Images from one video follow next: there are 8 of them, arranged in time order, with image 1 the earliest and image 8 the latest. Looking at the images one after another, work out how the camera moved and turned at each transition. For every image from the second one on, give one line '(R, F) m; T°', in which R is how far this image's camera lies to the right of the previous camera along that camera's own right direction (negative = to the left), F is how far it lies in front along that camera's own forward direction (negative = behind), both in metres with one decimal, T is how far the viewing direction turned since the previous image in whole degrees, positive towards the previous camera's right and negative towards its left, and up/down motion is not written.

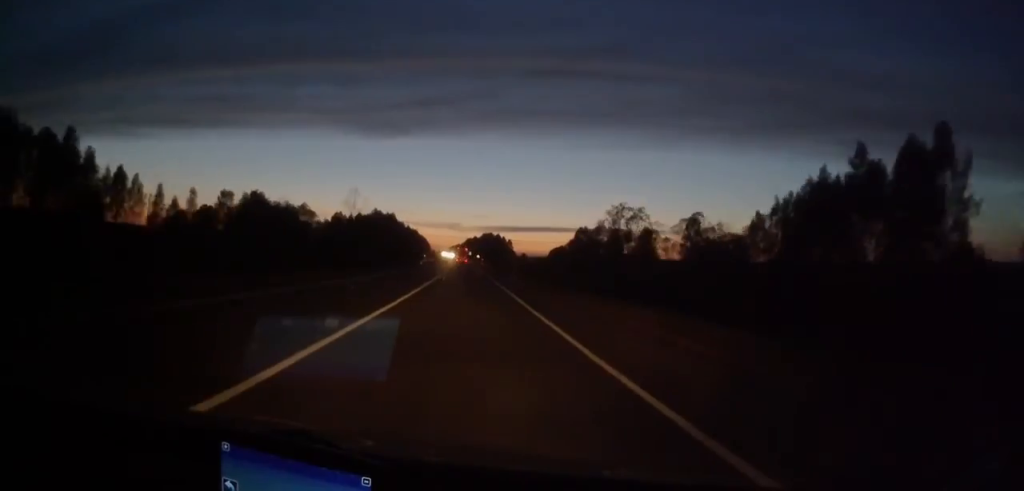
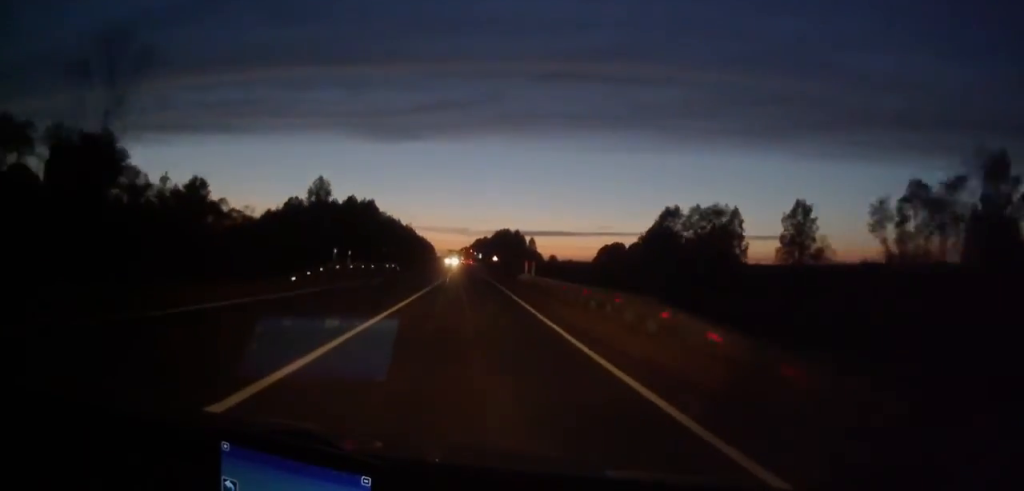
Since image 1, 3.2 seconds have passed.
(-0.2, +75.7) m; 0°
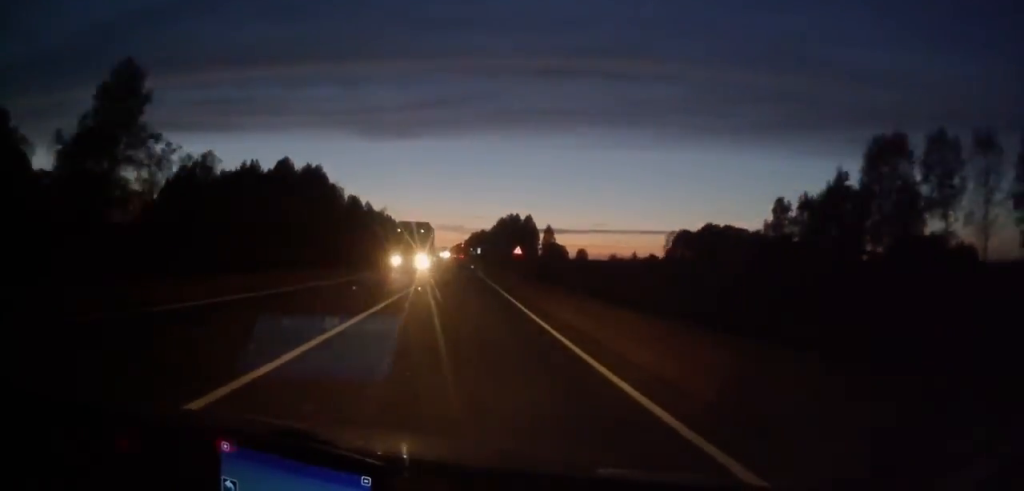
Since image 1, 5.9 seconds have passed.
(0.0, +63.8) m; 0°
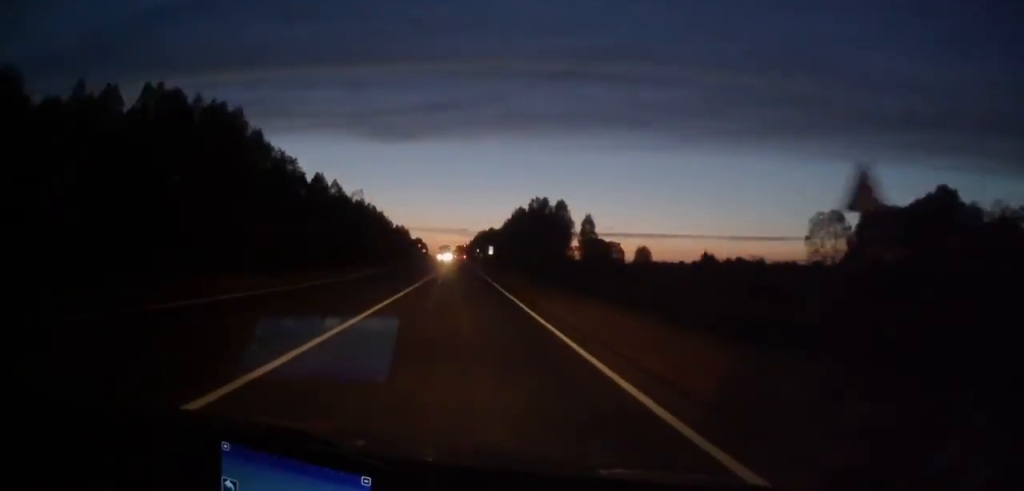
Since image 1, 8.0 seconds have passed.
(-0.1, +52.6) m; 0°
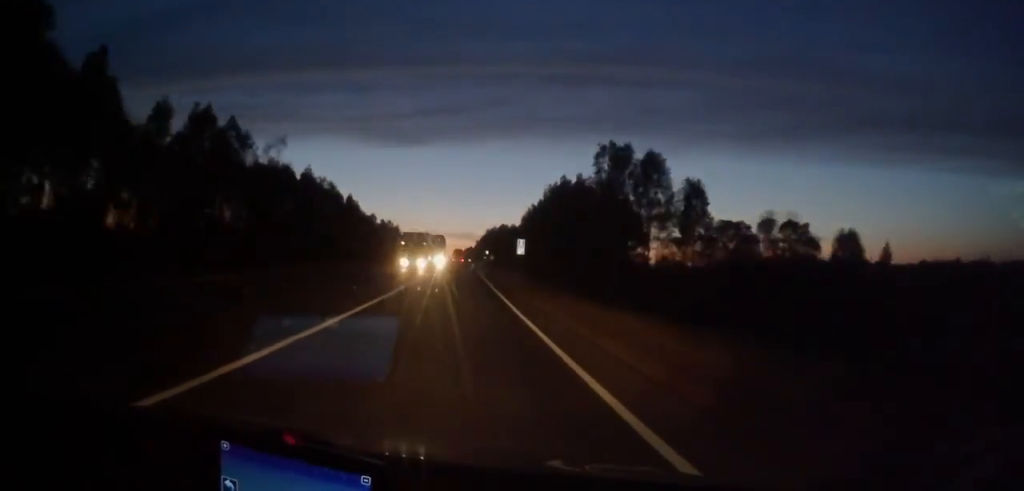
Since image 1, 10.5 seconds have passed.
(-0.2, +62.4) m; 0°
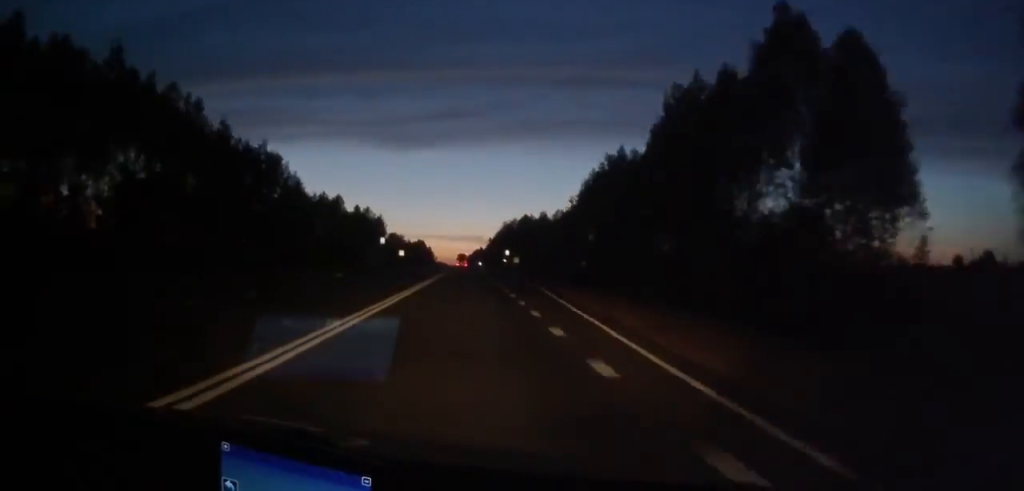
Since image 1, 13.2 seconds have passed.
(-0.1, +65.6) m; 0°
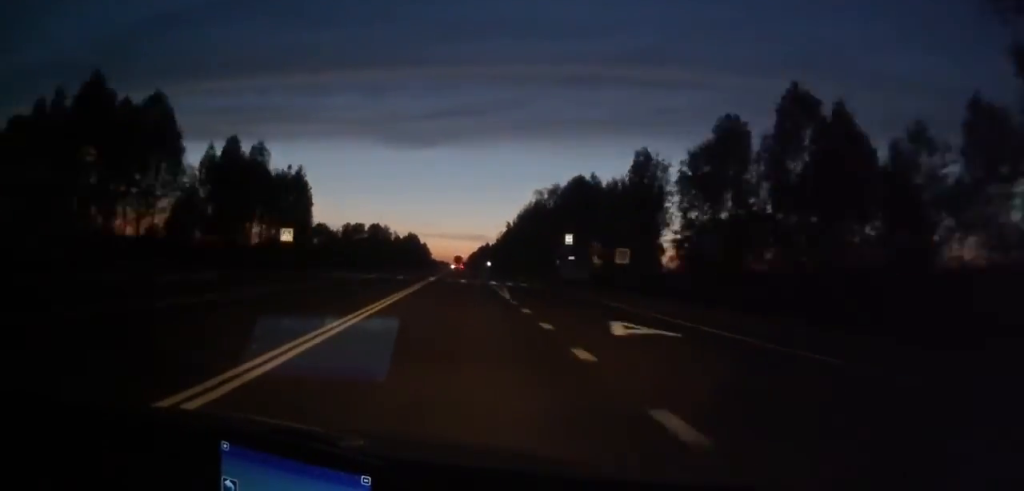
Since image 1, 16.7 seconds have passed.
(-0.5, +84.1) m; -1°
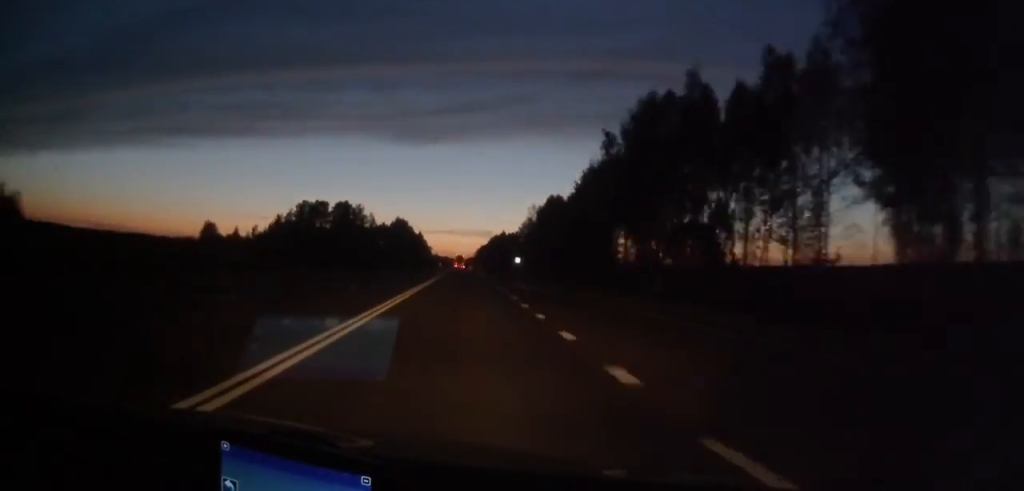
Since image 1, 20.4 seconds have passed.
(-0.5, +90.3) m; -1°
